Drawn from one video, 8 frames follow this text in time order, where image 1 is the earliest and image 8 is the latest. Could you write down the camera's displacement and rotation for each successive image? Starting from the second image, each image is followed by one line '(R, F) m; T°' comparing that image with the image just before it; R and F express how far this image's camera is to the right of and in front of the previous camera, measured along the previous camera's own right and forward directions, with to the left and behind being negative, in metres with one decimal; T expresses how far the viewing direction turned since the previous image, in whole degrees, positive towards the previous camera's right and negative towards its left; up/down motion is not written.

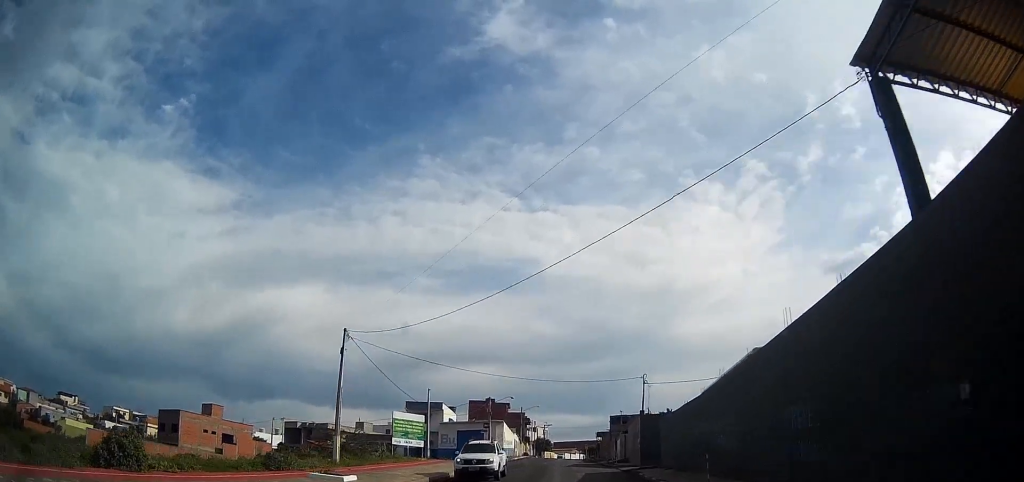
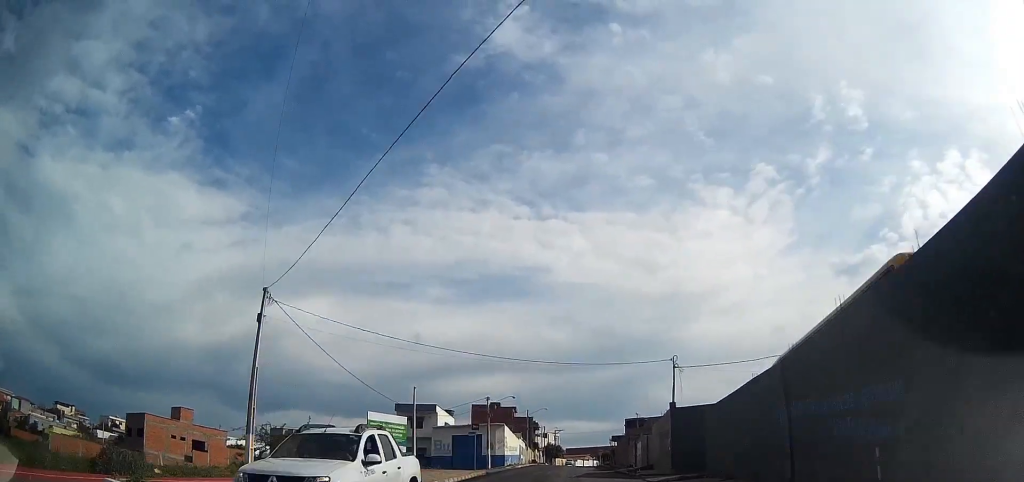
(+0.3, +9.0) m; 0°
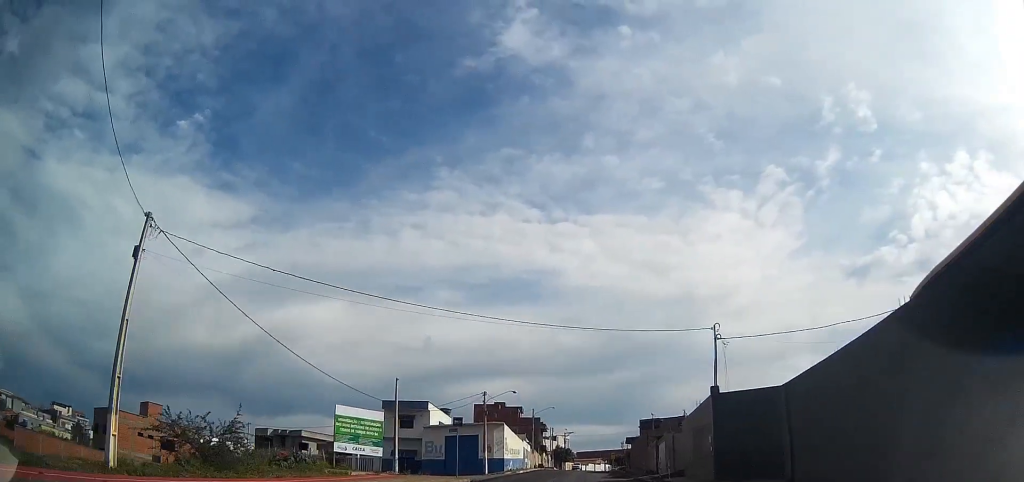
(-0.1, +8.2) m; -1°
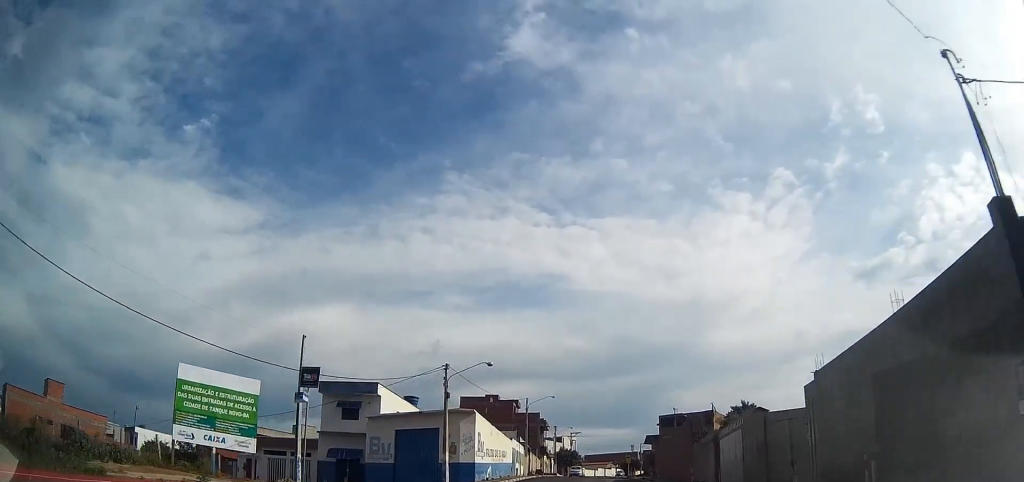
(-0.3, +17.7) m; -1°
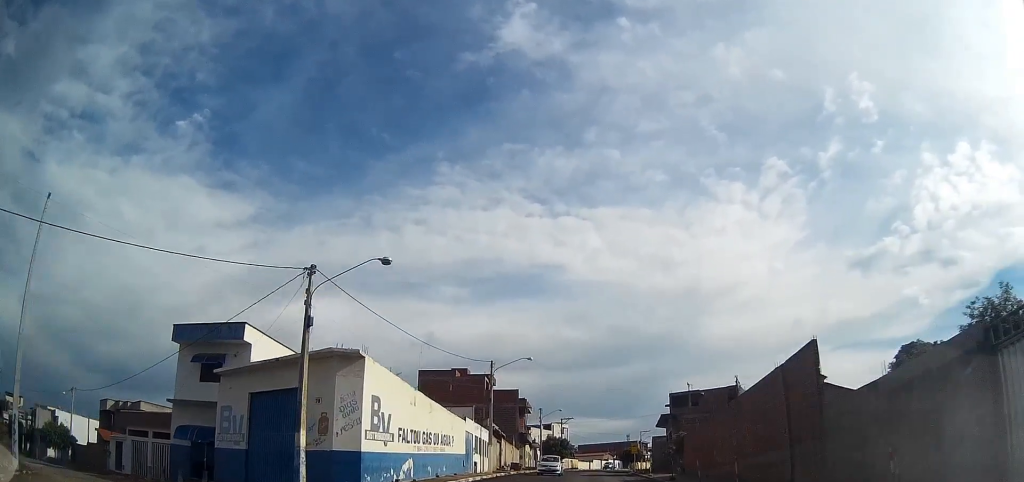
(-0.2, +18.5) m; -1°
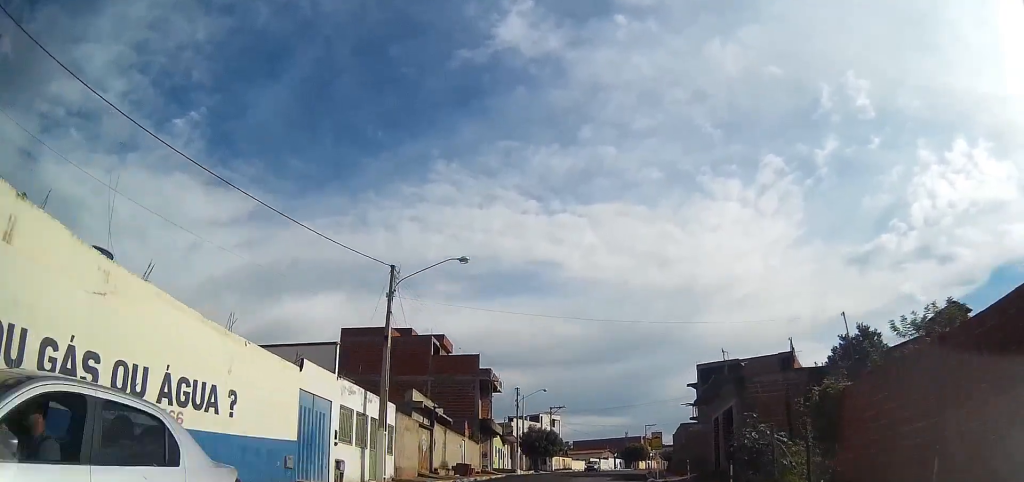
(+0.3, +21.1) m; +1°
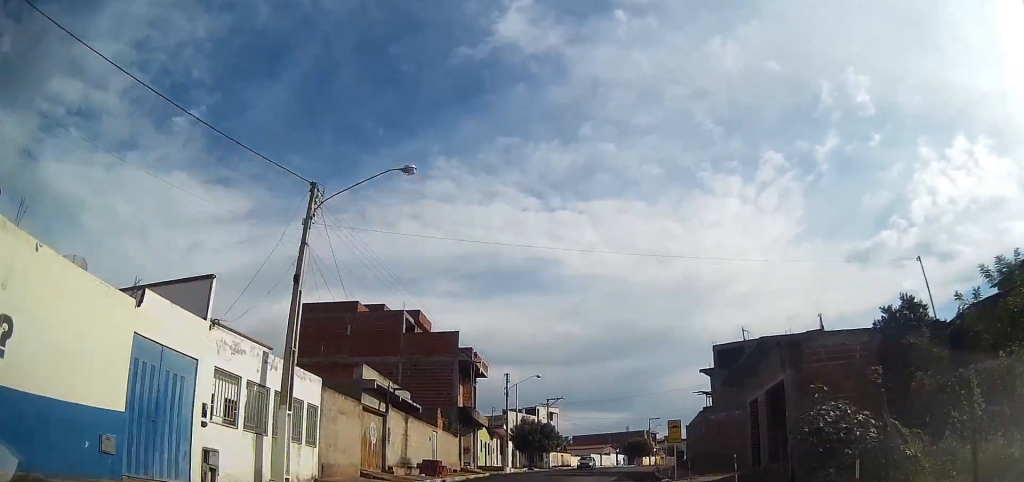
(0.0, +6.9) m; 0°
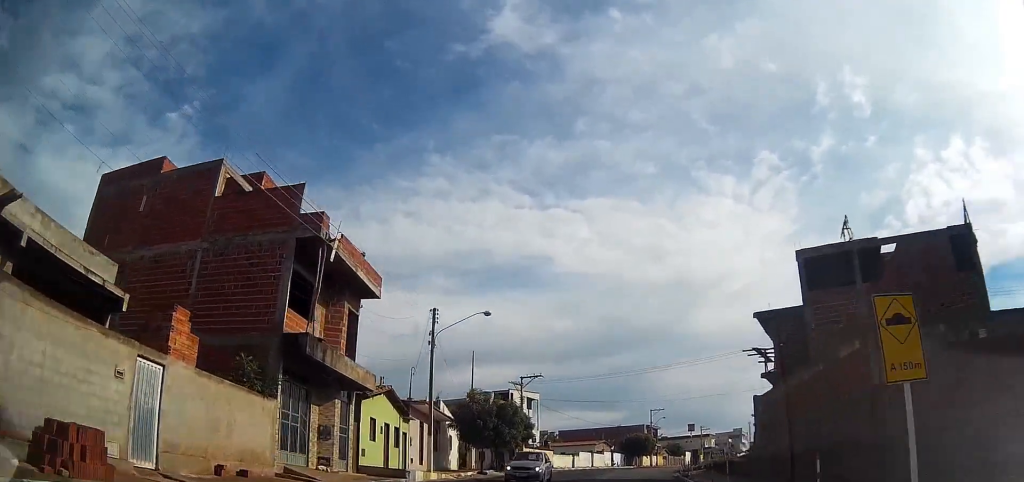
(+0.2, +21.8) m; +2°
